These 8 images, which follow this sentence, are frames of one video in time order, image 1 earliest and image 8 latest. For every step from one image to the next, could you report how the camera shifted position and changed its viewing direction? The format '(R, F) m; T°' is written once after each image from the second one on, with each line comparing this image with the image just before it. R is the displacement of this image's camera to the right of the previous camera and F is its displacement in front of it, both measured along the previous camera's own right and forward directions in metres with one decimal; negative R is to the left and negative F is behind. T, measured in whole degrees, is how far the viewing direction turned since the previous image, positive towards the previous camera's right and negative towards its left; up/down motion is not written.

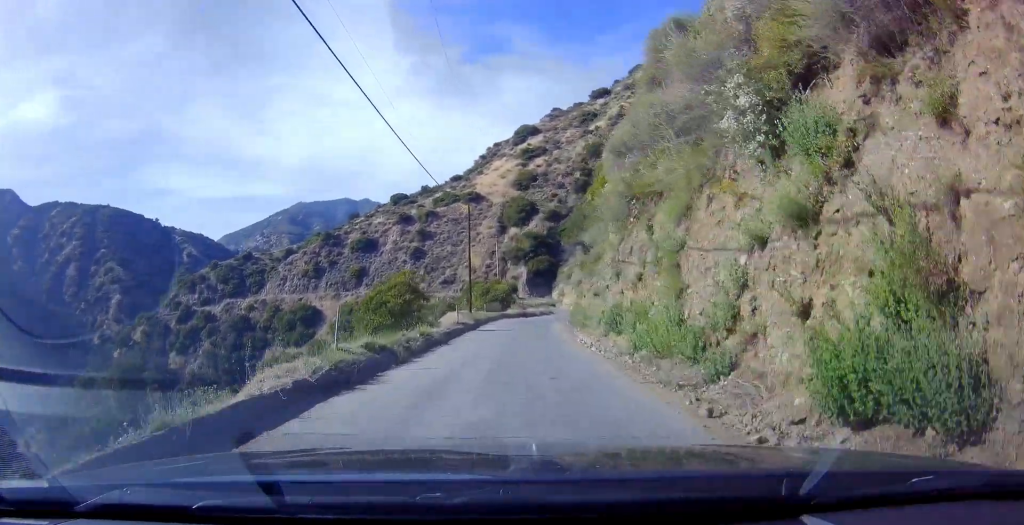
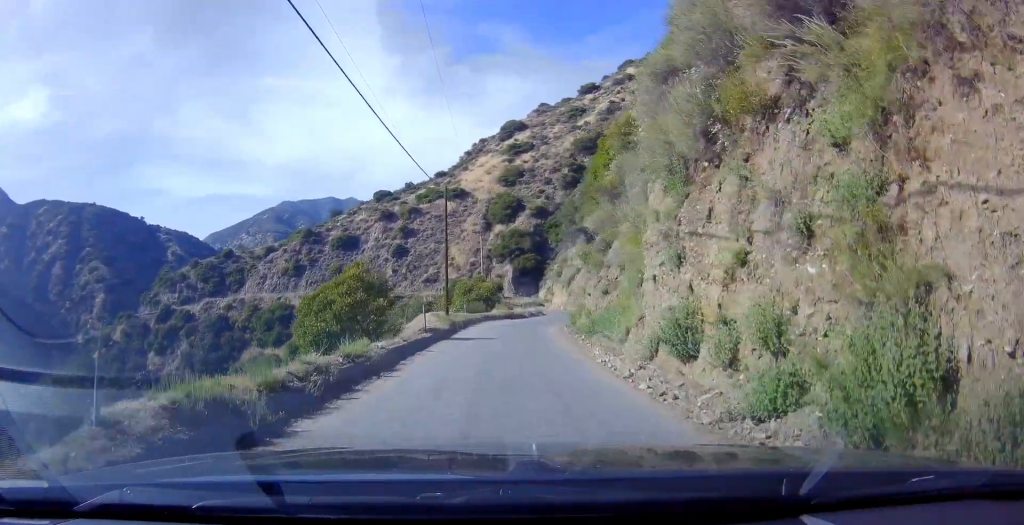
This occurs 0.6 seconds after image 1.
(+0.3, +6.9) m; +3°
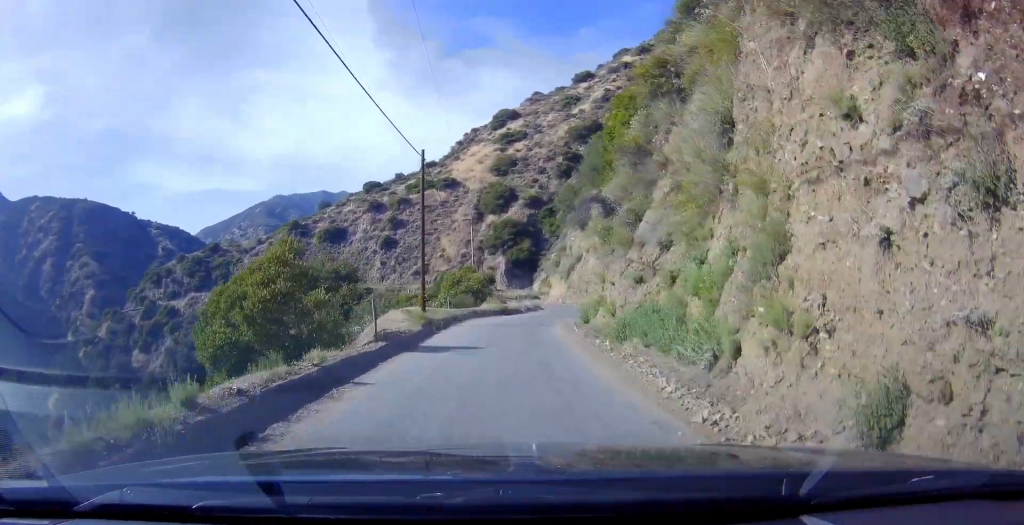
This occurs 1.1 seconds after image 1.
(+0.1, +6.6) m; +1°
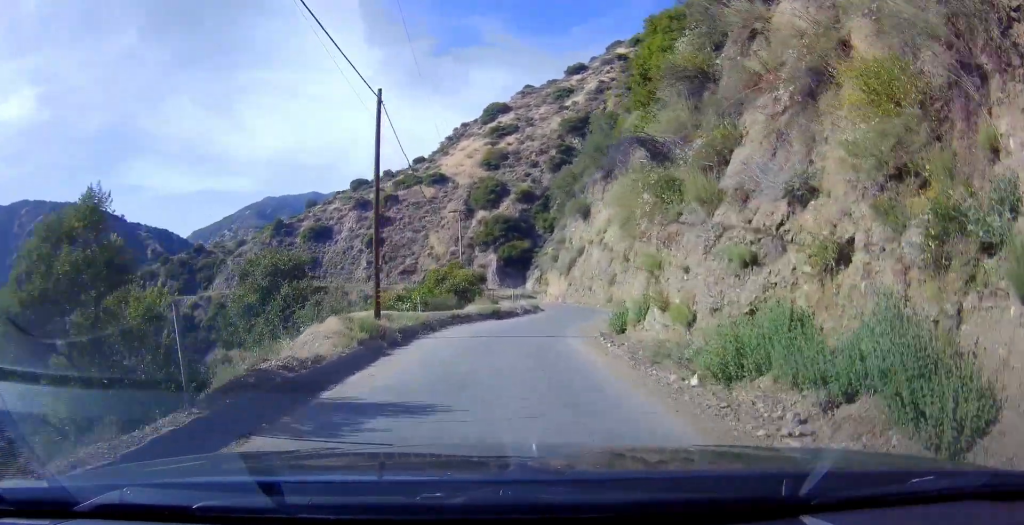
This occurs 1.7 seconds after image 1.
(+0.1, +8.2) m; +1°
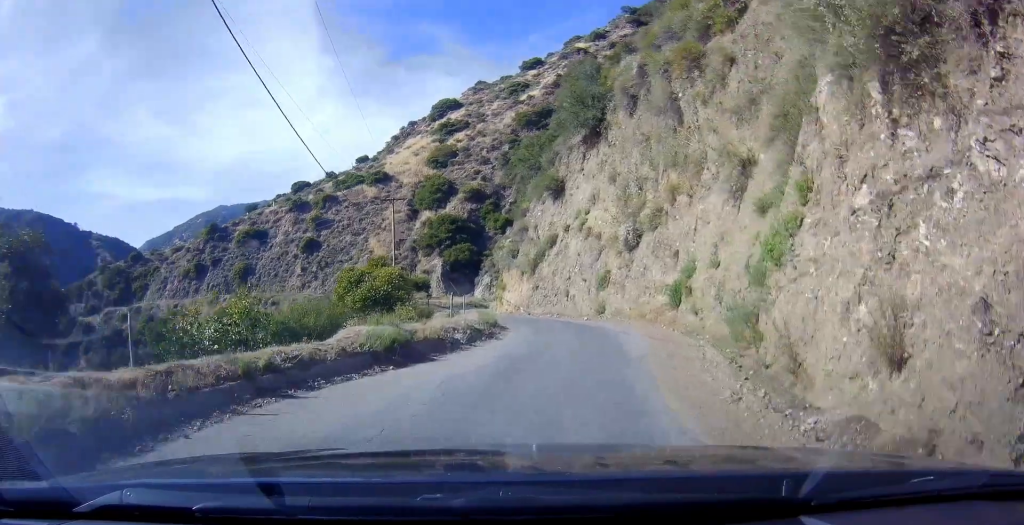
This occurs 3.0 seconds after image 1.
(0.0, +16.3) m; 0°
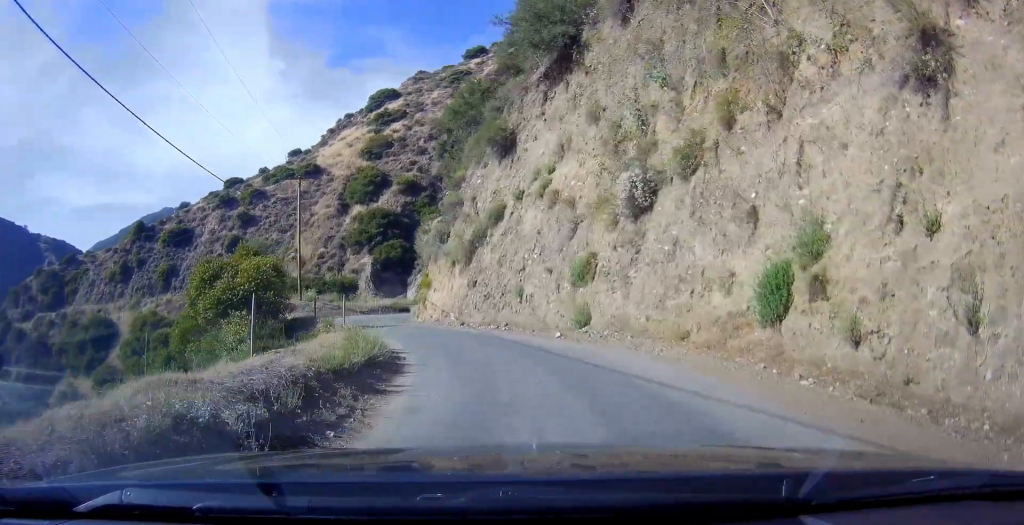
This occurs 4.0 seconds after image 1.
(-0.1, +13.6) m; 0°
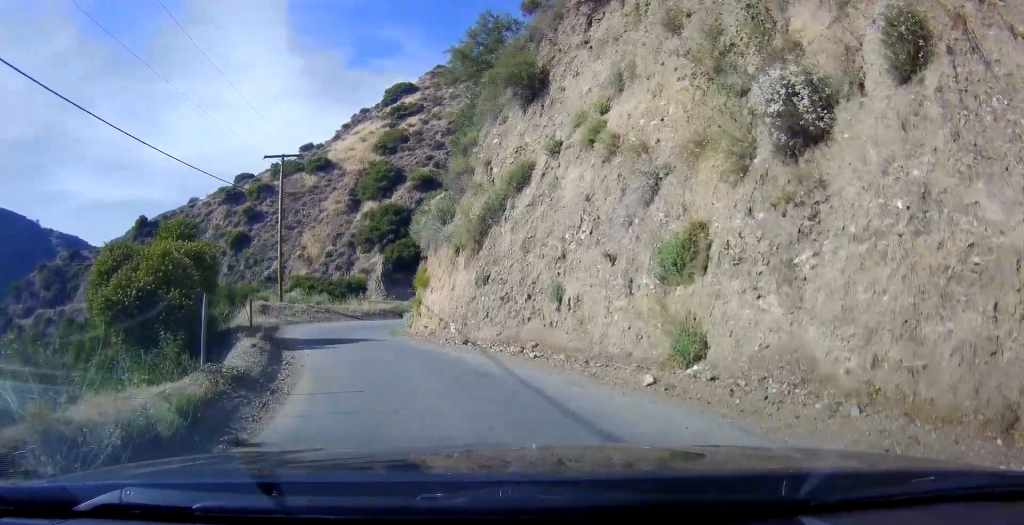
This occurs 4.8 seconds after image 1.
(0.0, +9.7) m; 0°
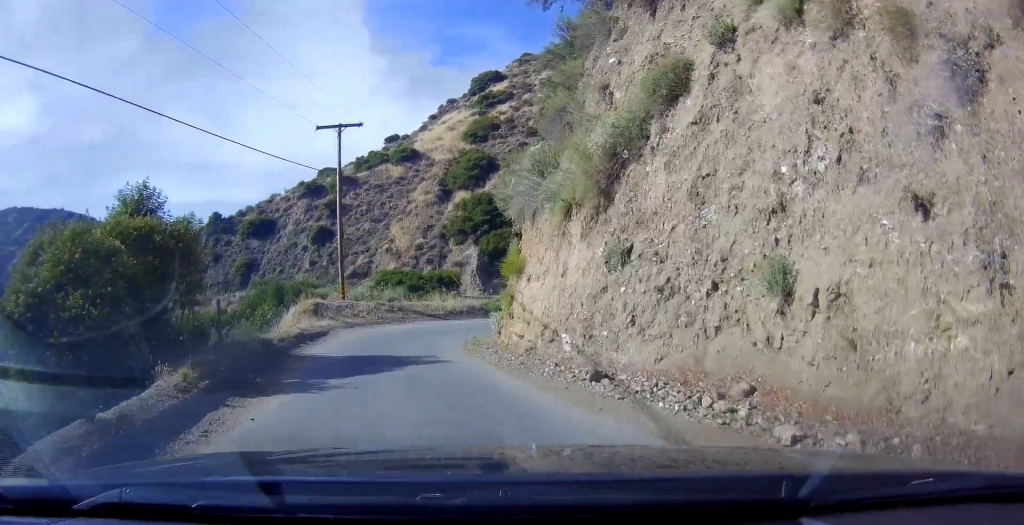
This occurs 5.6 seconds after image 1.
(0.0, +8.4) m; -1°
